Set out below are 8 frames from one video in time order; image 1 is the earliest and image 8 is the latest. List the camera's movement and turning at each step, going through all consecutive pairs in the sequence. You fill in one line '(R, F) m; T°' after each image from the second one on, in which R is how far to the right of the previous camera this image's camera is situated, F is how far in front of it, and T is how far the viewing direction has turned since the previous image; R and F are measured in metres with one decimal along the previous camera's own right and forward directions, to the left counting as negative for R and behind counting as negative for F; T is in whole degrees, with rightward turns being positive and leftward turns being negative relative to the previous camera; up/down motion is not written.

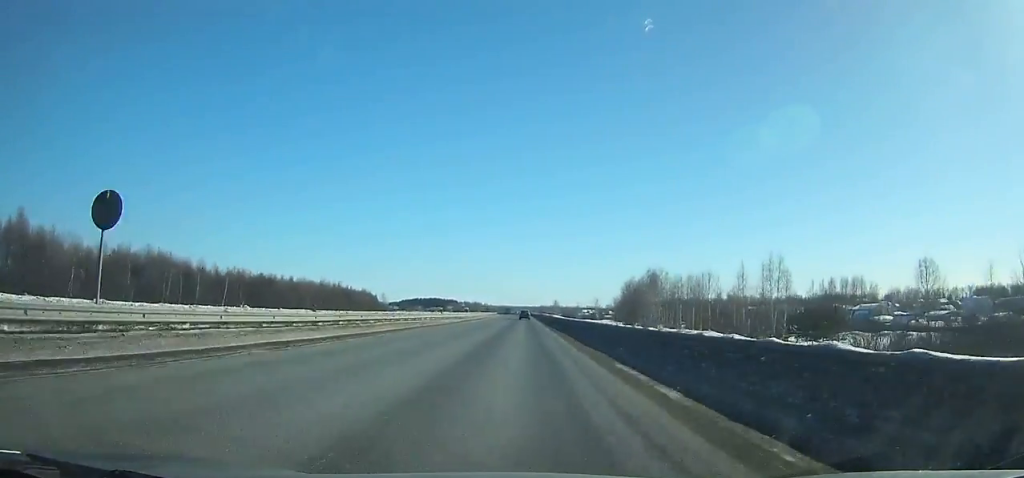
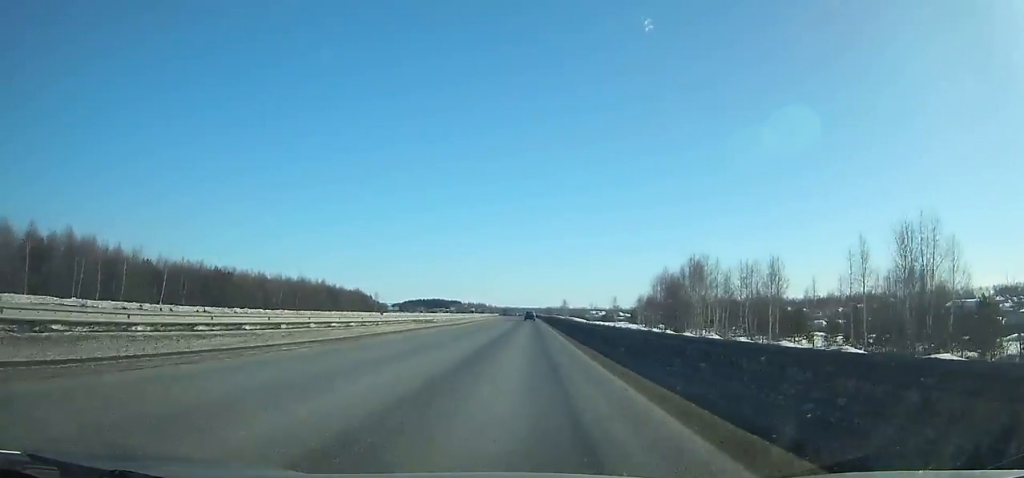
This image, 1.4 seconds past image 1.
(0.0, +28.7) m; 0°
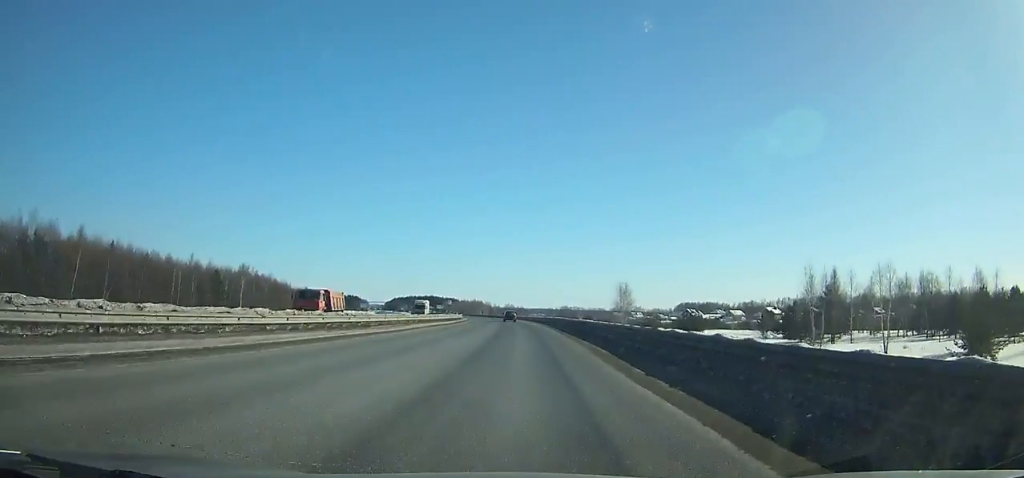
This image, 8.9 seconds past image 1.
(-1.6, +155.4) m; -2°
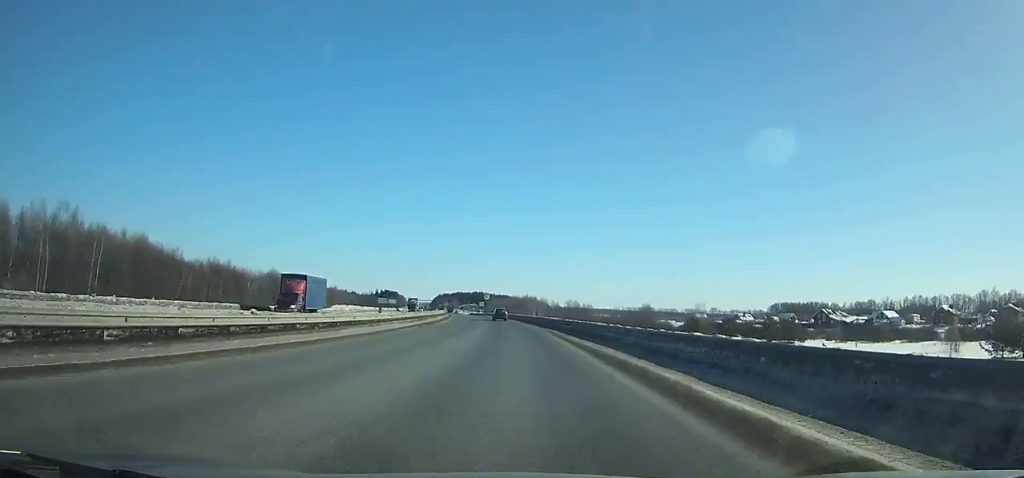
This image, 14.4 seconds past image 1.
(-4.6, +115.3) m; -6°
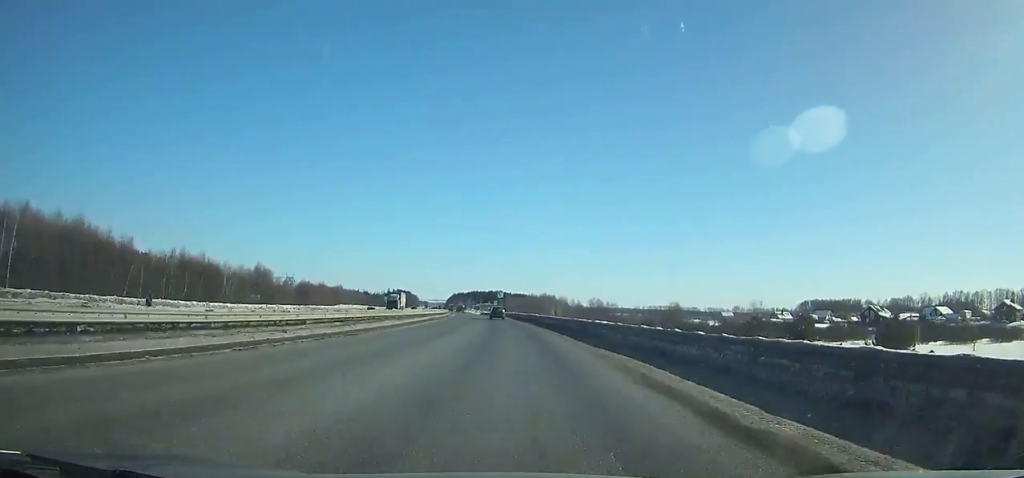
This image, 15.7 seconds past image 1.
(-0.2, +27.1) m; -2°
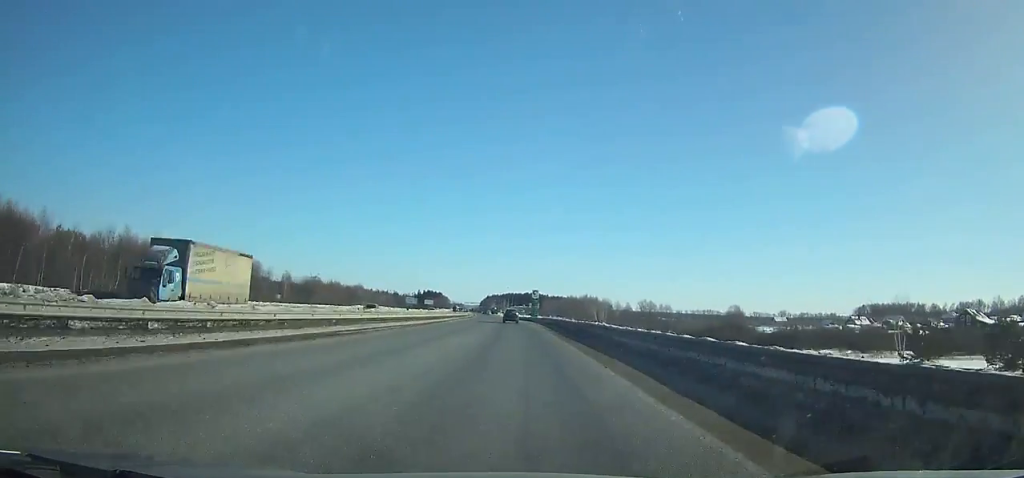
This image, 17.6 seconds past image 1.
(-1.3, +39.2) m; -3°
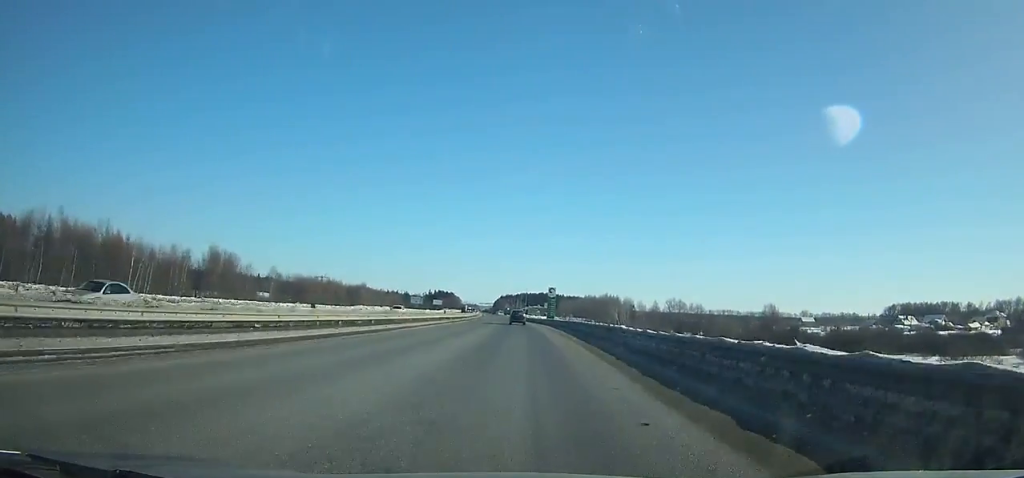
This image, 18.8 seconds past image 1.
(-0.3, +24.4) m; -1°
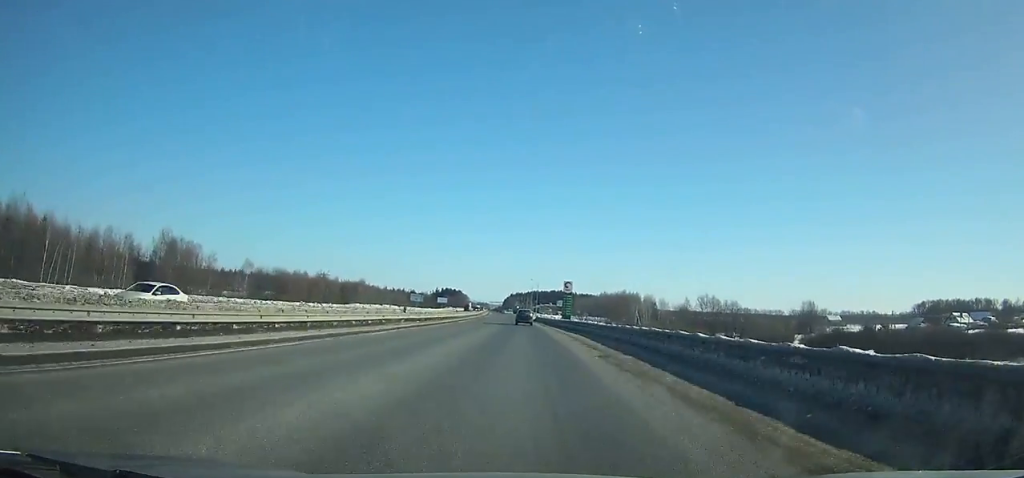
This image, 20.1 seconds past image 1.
(-0.6, +26.0) m; -1°
